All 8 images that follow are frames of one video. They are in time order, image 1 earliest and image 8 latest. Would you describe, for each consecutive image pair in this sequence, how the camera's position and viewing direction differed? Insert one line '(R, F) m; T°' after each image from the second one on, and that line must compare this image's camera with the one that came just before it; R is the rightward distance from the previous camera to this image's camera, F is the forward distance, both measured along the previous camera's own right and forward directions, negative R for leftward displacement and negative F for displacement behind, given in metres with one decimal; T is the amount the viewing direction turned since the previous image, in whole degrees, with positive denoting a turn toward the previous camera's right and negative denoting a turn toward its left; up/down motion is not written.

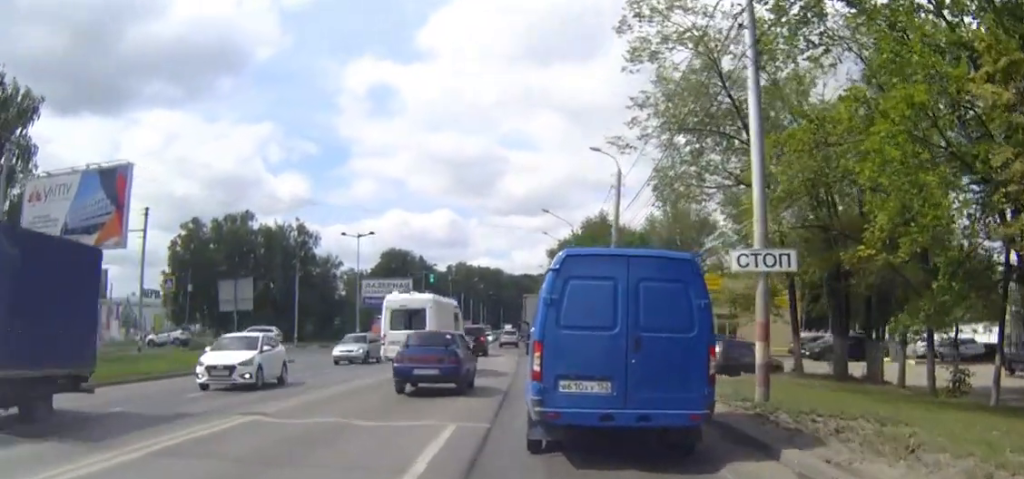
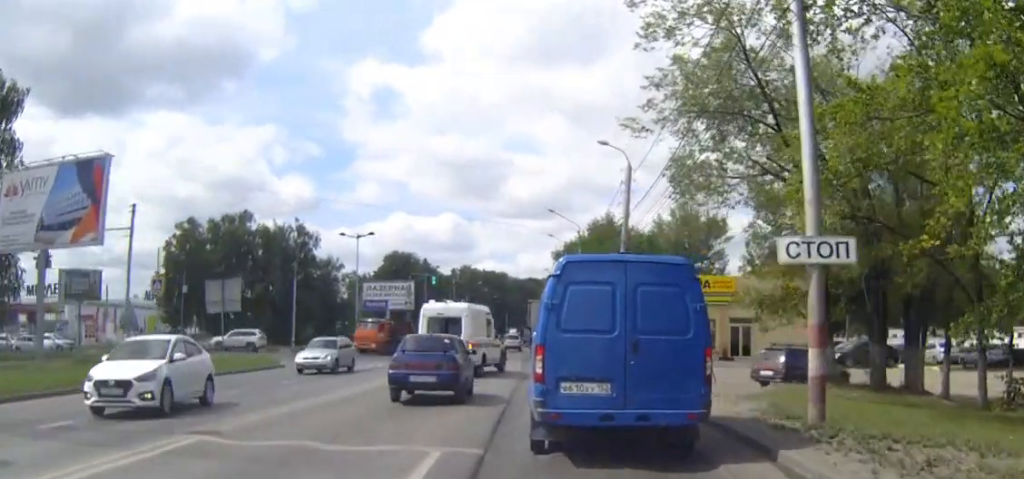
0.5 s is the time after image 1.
(-0.1, +2.4) m; -1°
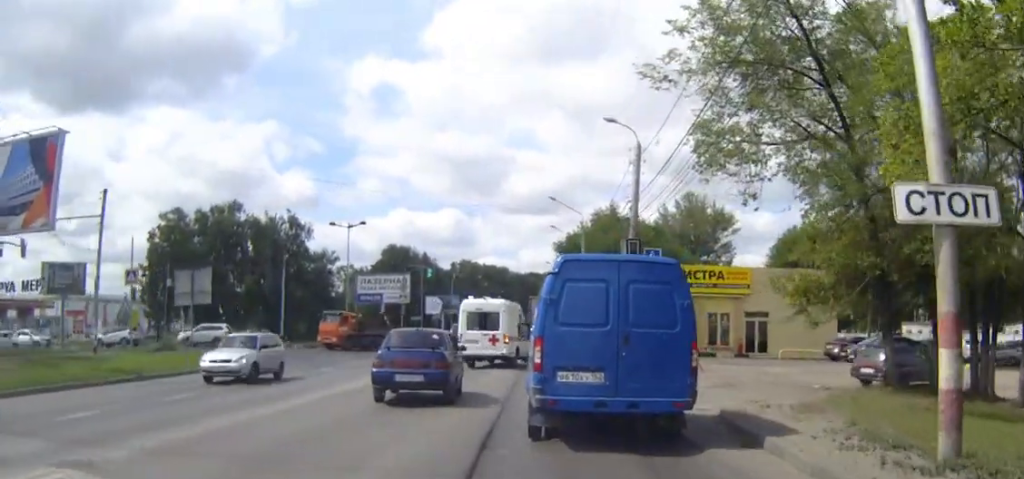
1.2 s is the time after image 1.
(-0.1, +3.6) m; -1°
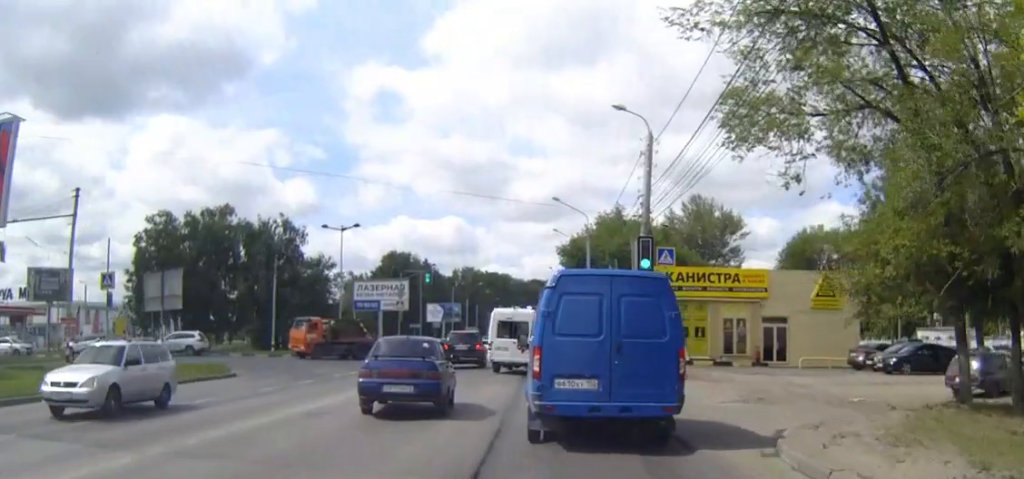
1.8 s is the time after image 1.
(0.0, +3.2) m; +1°
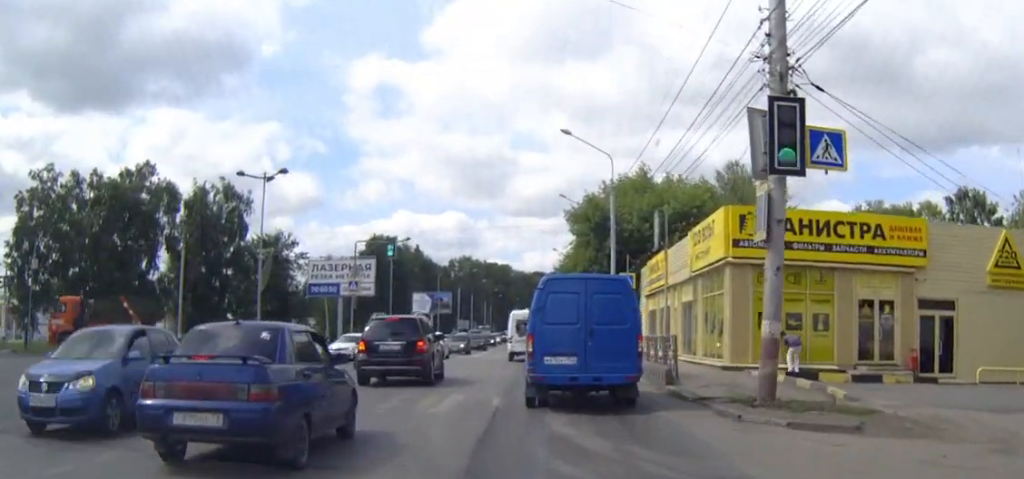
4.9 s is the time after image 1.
(+0.5, +19.3) m; +2°
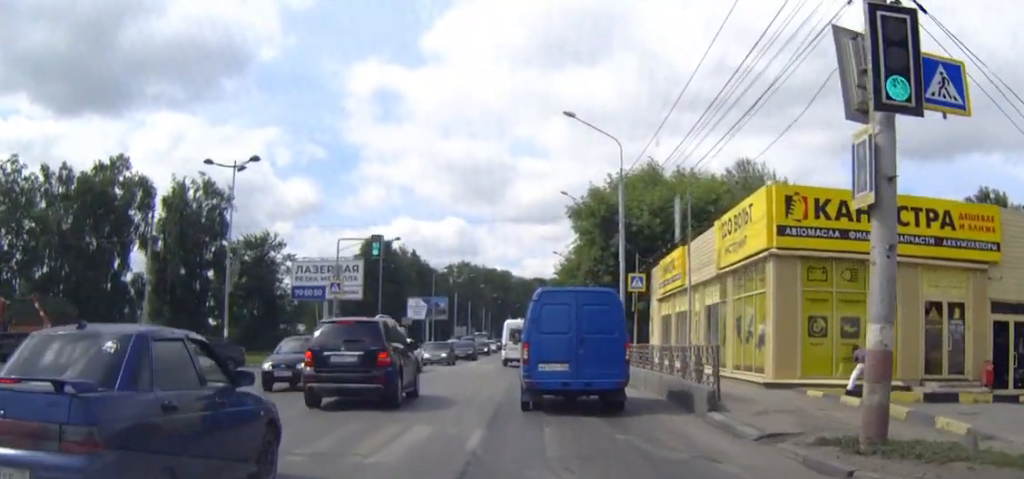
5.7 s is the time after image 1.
(0.0, +4.9) m; -1°
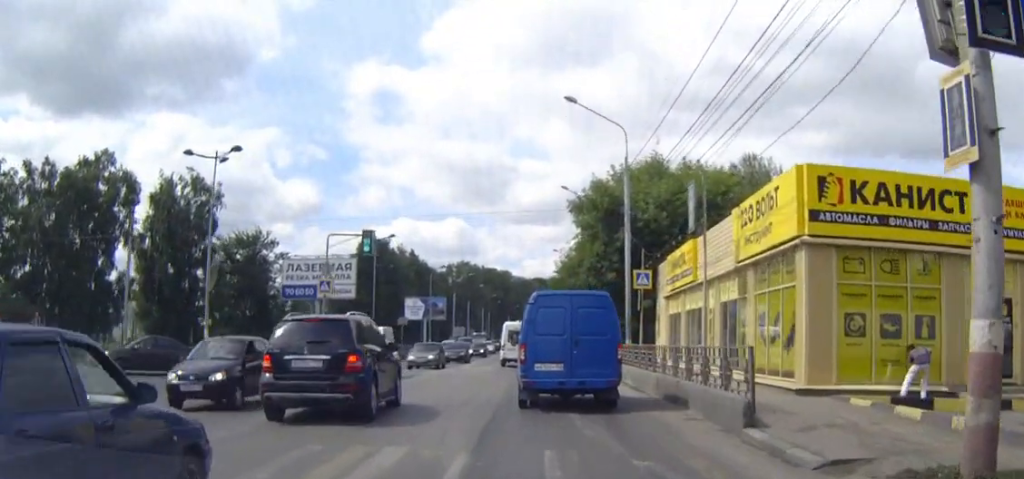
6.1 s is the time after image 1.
(0.0, +2.5) m; -1°
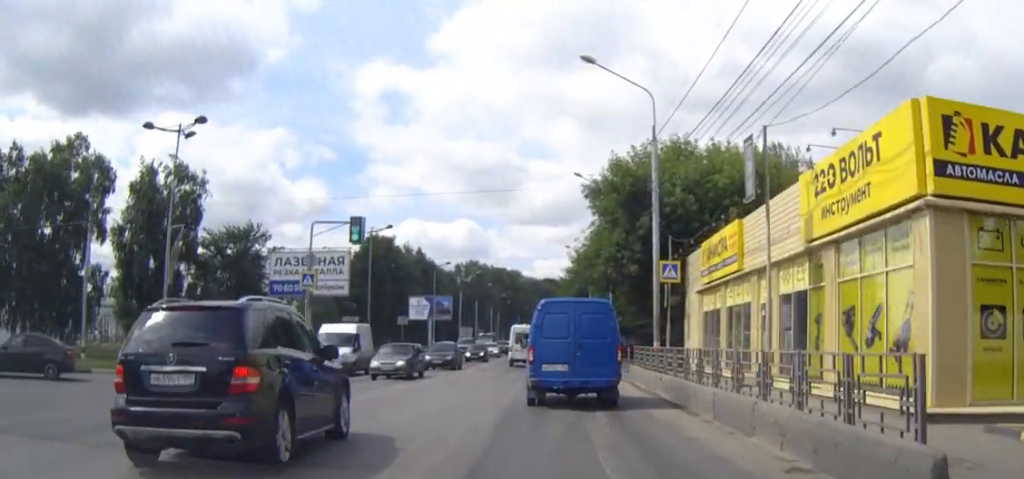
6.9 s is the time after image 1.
(0.0, +5.6) m; +1°
